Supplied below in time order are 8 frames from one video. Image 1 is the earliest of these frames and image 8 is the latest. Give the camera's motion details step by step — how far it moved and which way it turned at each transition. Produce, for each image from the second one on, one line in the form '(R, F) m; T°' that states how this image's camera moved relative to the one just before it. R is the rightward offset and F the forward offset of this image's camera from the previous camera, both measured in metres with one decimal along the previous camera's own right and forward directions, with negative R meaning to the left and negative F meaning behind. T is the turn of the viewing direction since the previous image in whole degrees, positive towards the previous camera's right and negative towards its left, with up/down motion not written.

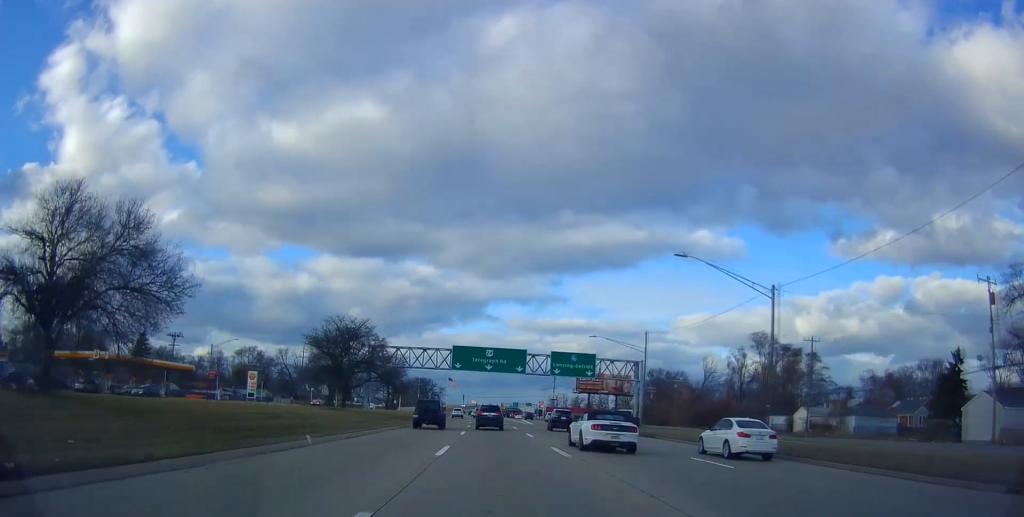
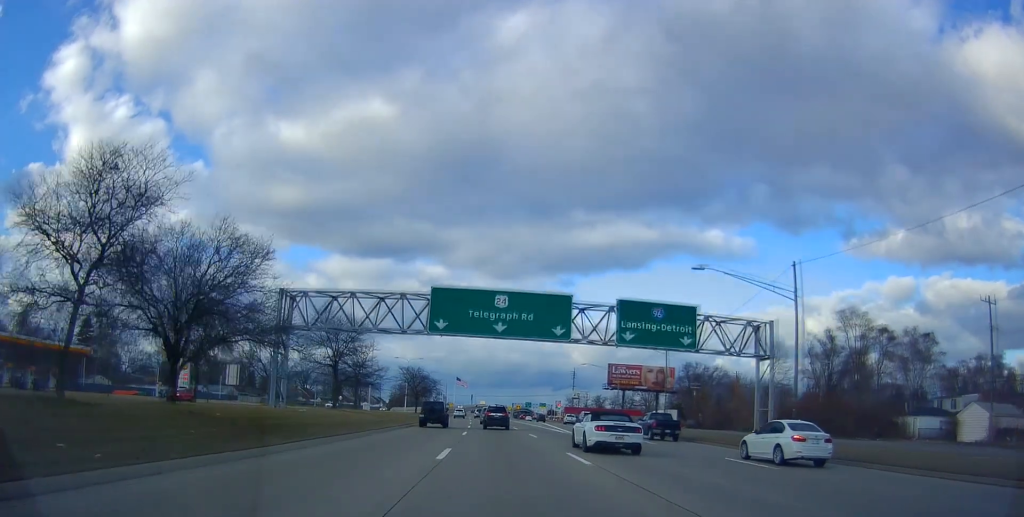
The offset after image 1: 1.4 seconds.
(-1.2, +31.7) m; -2°
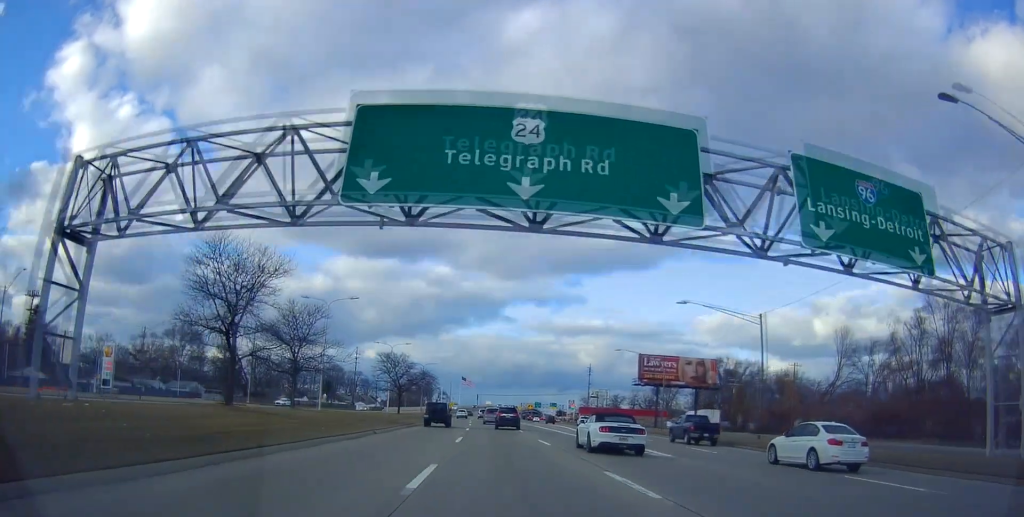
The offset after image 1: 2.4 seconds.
(0.0, +22.1) m; -1°
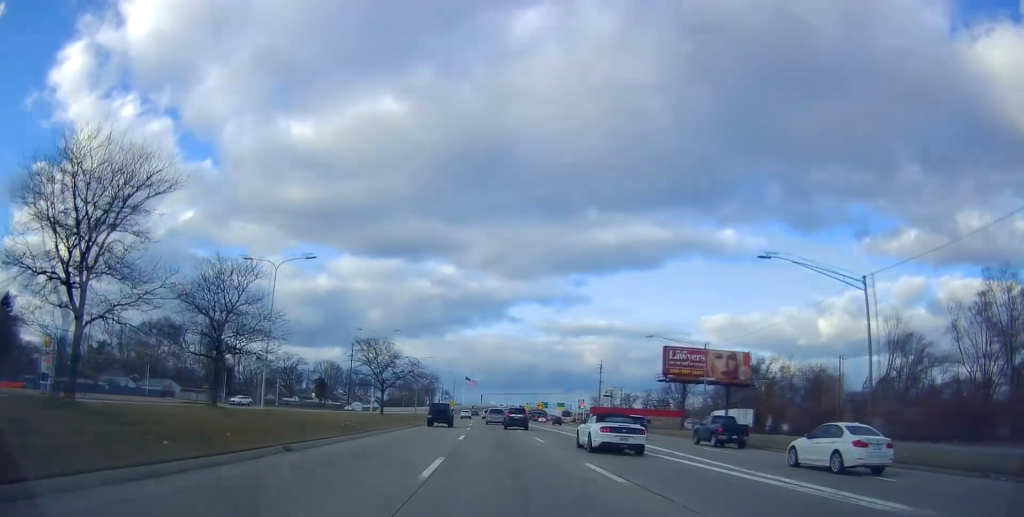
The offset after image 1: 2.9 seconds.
(0.0, +13.1) m; 0°
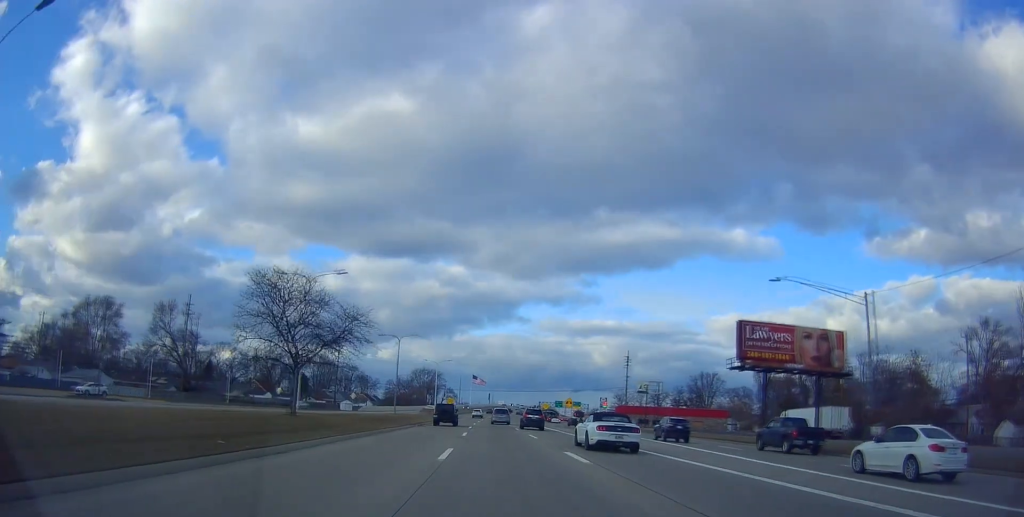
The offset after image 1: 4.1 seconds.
(-0.1, +27.2) m; 0°
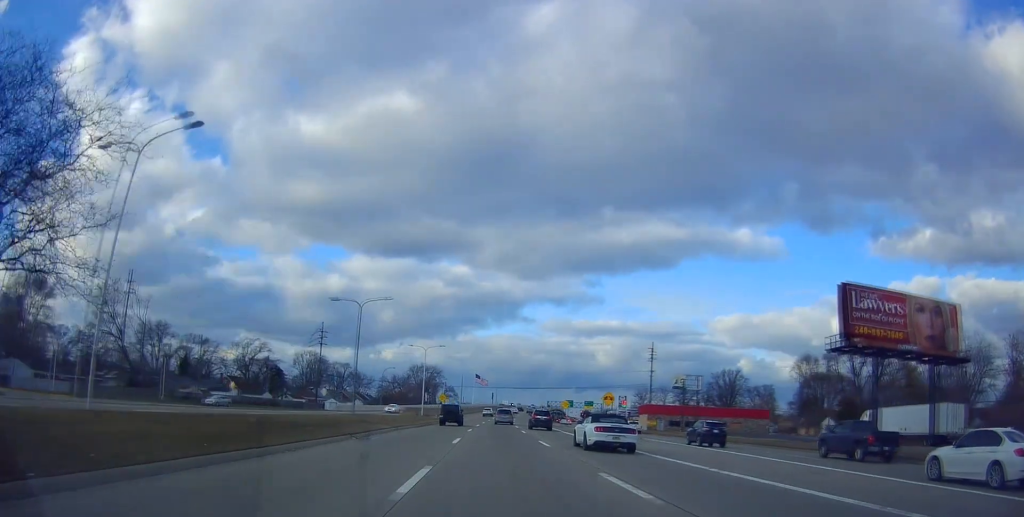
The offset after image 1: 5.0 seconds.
(+0.1, +21.8) m; 0°
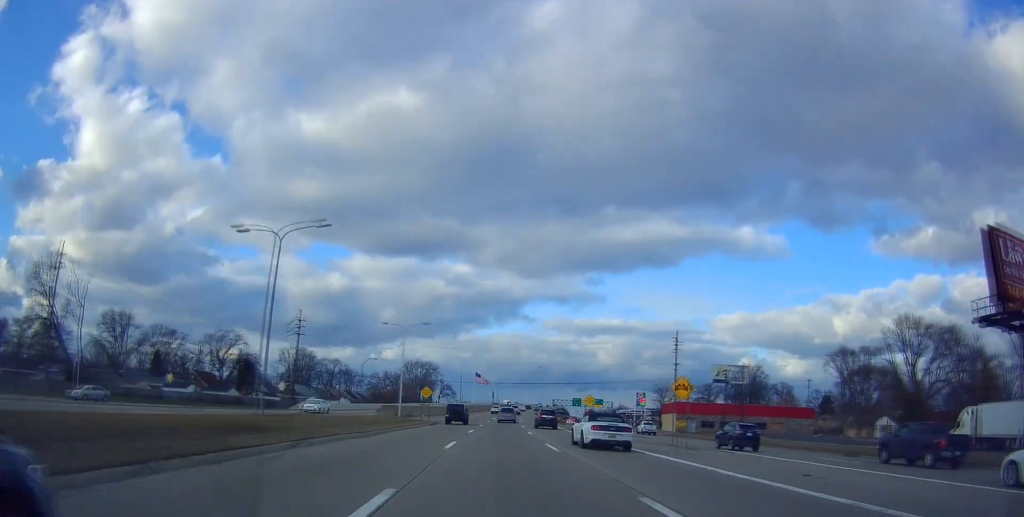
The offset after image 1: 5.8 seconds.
(-0.3, +18.6) m; -1°
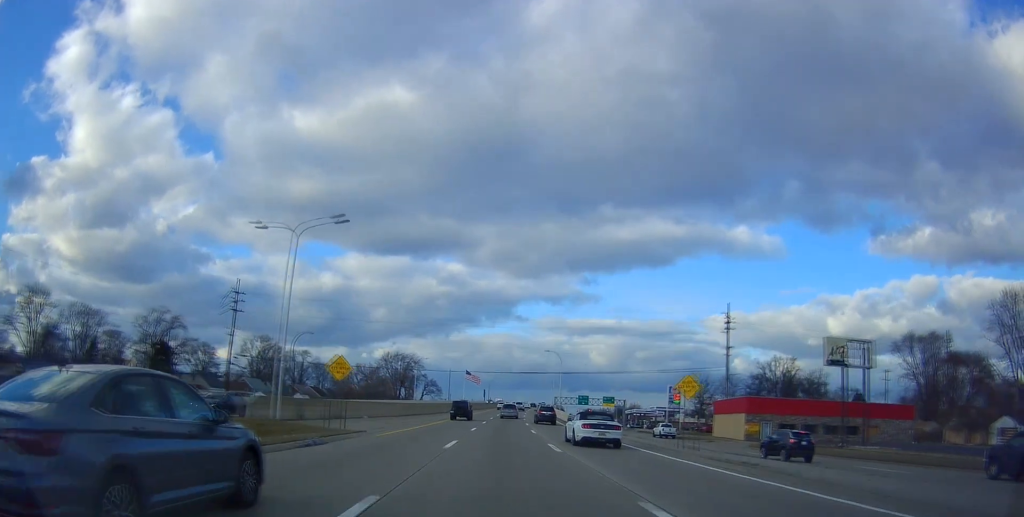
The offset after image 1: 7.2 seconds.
(+0.1, +31.5) m; +1°
